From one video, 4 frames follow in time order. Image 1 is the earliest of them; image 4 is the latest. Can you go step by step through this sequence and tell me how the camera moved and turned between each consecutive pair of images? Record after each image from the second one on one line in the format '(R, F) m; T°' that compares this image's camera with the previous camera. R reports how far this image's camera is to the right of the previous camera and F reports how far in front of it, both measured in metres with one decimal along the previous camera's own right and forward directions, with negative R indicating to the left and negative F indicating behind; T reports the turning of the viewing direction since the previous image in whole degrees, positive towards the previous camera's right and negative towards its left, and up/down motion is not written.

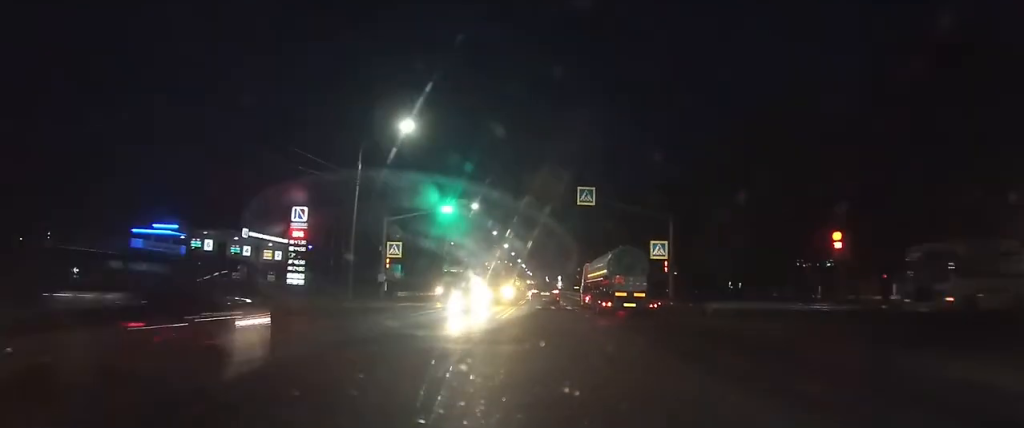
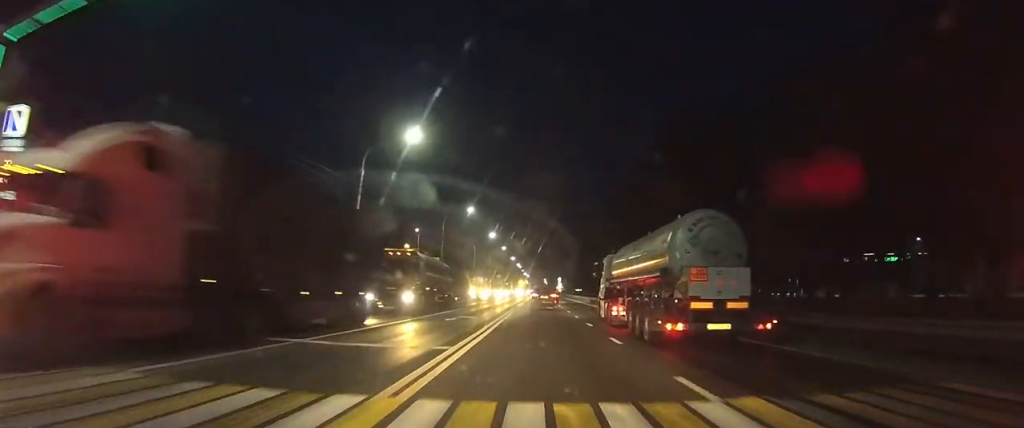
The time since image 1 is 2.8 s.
(-0.4, +41.2) m; -1°
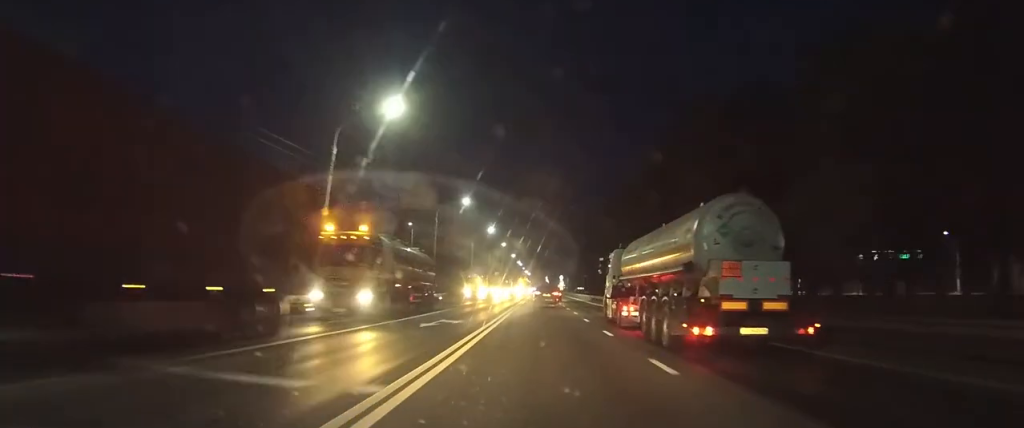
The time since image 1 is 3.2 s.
(0.0, +6.1) m; 0°
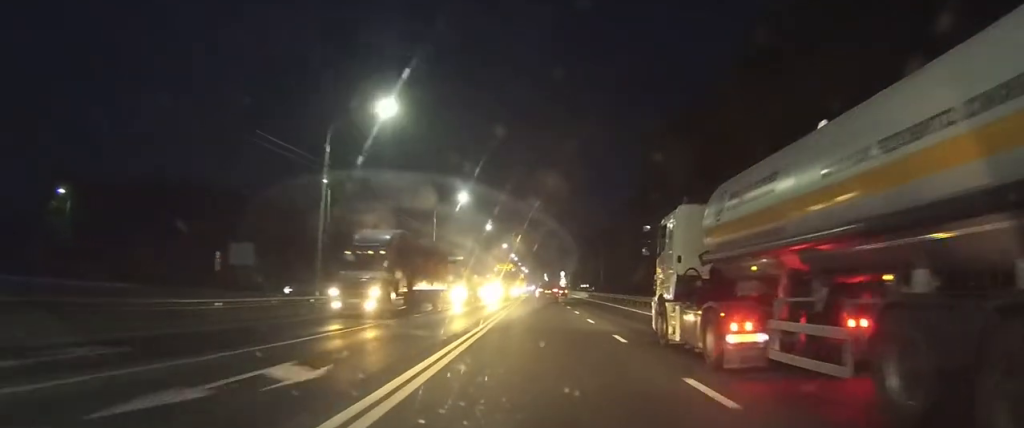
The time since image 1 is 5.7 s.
(-0.3, +33.5) m; 0°
